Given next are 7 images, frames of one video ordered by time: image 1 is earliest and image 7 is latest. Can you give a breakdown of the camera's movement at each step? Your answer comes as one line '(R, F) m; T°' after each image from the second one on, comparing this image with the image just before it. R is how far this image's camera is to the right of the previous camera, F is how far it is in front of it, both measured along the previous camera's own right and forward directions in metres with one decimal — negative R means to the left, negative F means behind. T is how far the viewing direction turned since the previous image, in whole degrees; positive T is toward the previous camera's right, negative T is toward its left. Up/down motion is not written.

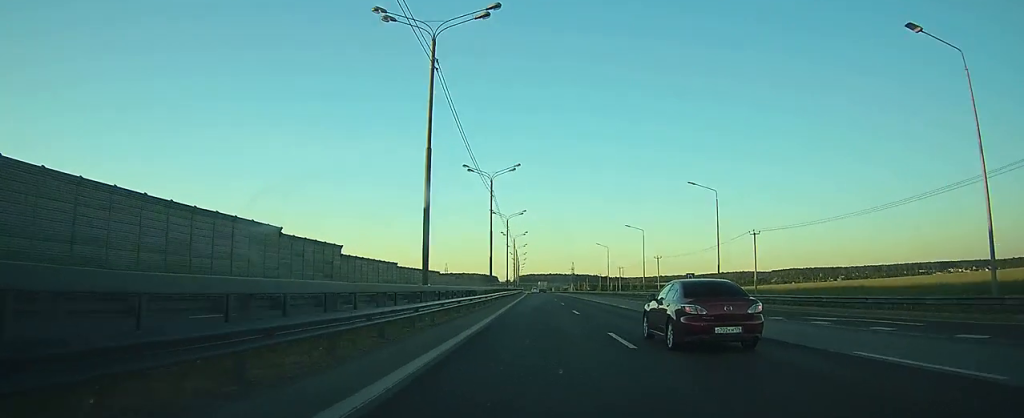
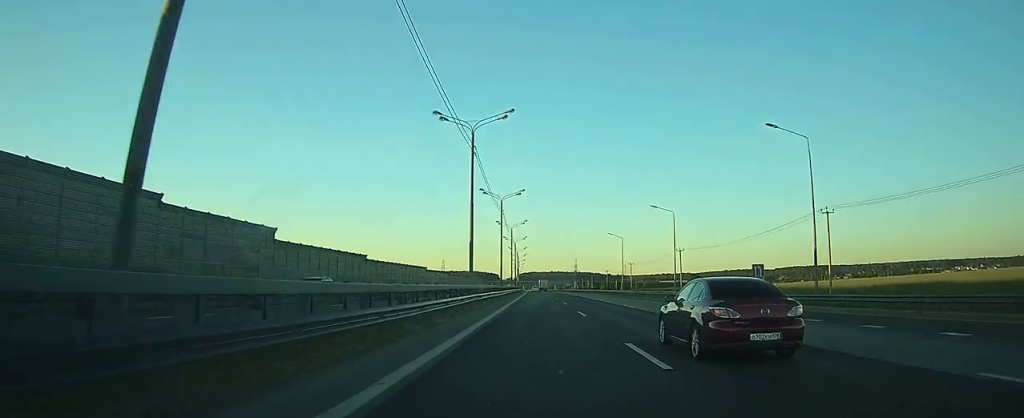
(0.0, +19.2) m; 0°
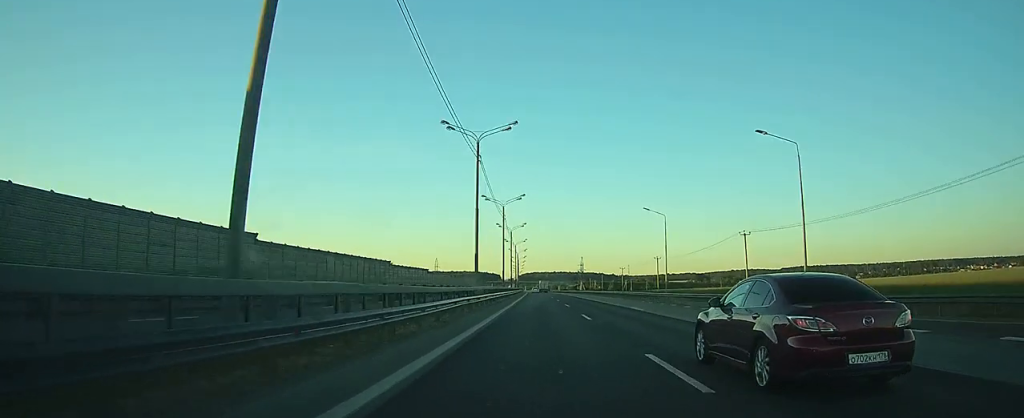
(0.0, +33.8) m; 0°
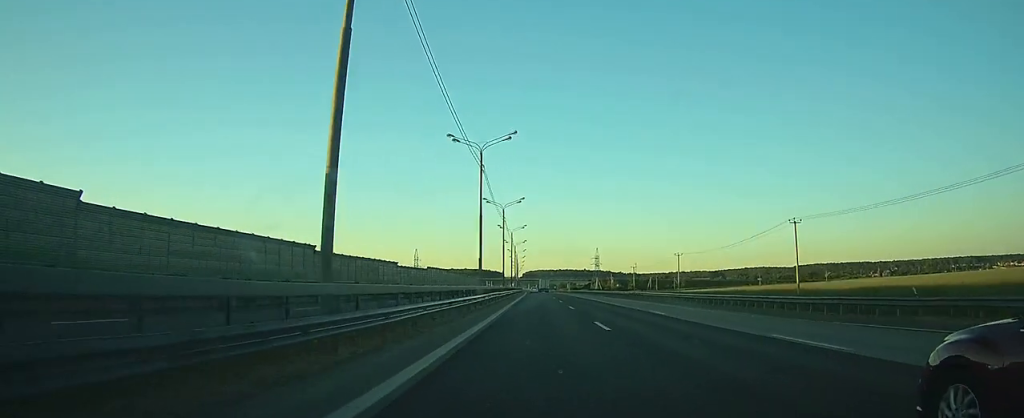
(-0.4, +69.7) m; 0°
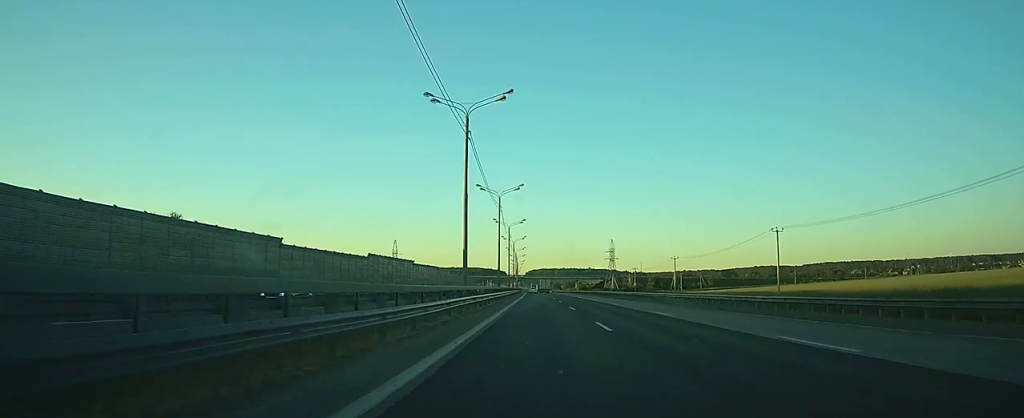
(0.0, +48.1) m; 0°
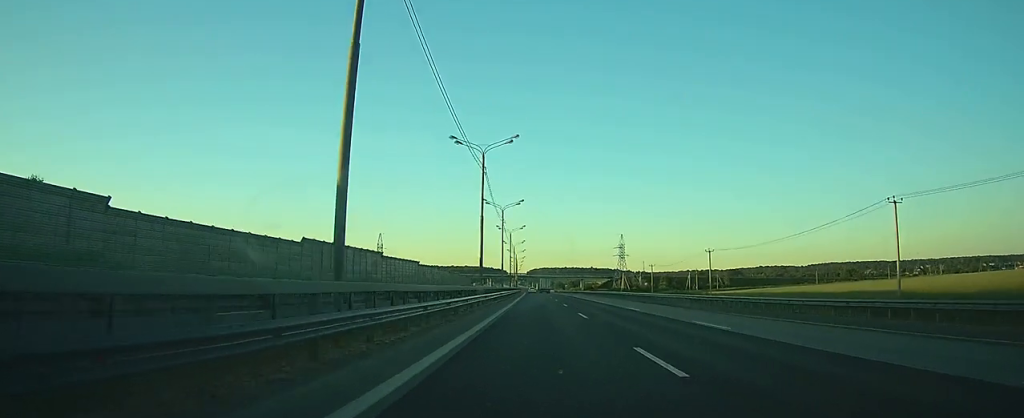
(0.0, +24.6) m; 0°
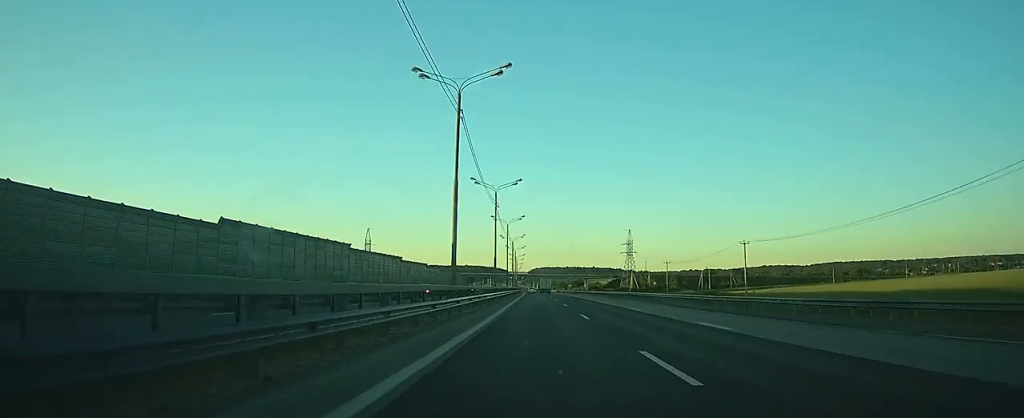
(0.0, +16.7) m; 0°
